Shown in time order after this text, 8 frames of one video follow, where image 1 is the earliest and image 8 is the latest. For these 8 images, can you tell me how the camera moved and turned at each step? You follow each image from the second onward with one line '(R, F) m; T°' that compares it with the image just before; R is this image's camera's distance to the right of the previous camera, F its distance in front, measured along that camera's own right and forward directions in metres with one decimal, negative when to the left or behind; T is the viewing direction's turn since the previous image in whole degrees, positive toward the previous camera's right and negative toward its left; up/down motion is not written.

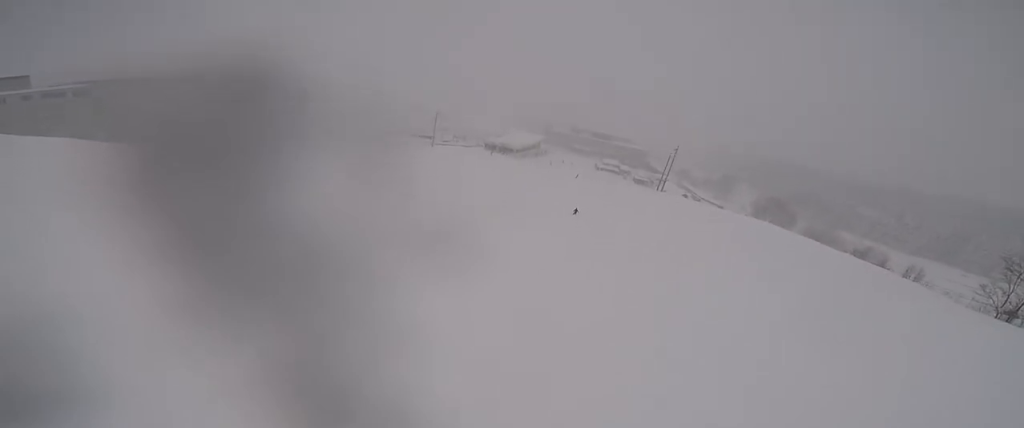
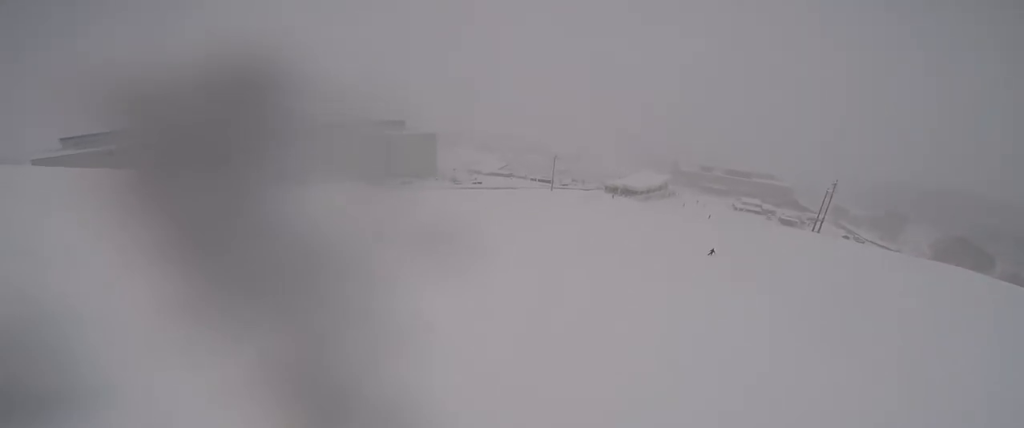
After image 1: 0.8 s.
(-0.1, +4.0) m; -13°
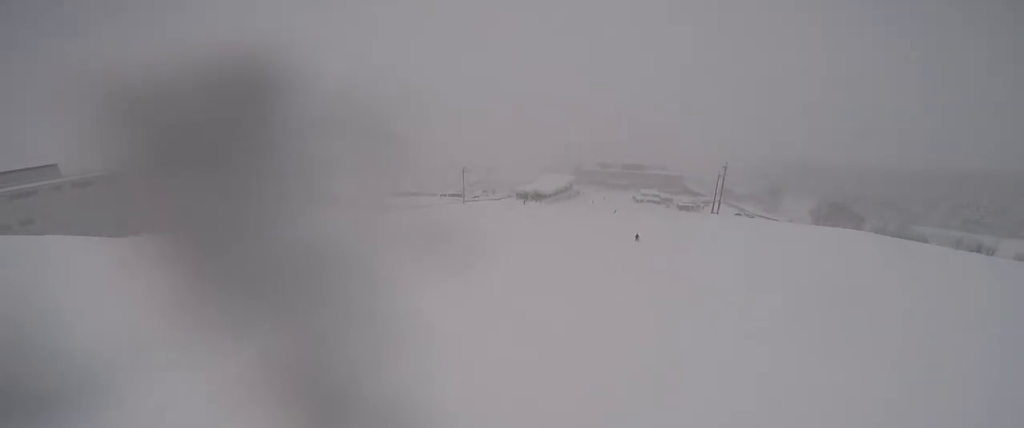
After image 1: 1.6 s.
(-0.7, +4.1) m; -2°
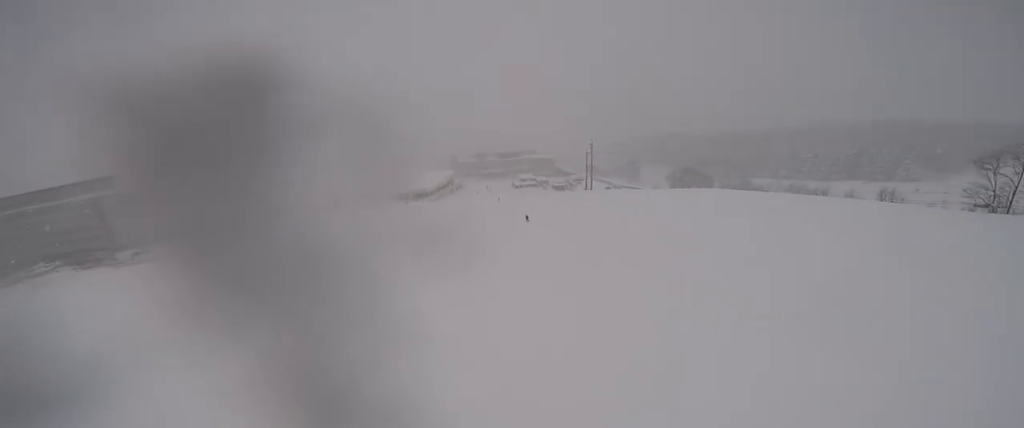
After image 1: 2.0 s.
(-0.7, +2.2) m; +2°
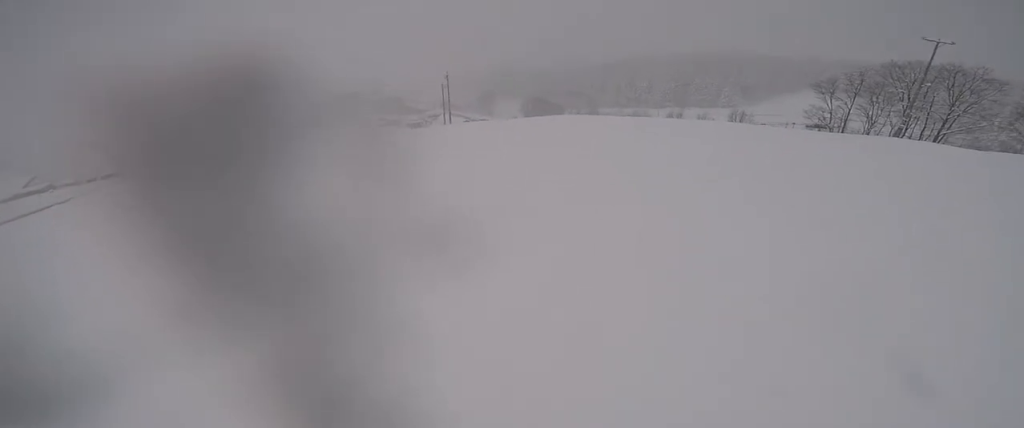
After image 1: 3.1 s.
(+2.2, +5.1) m; +38°
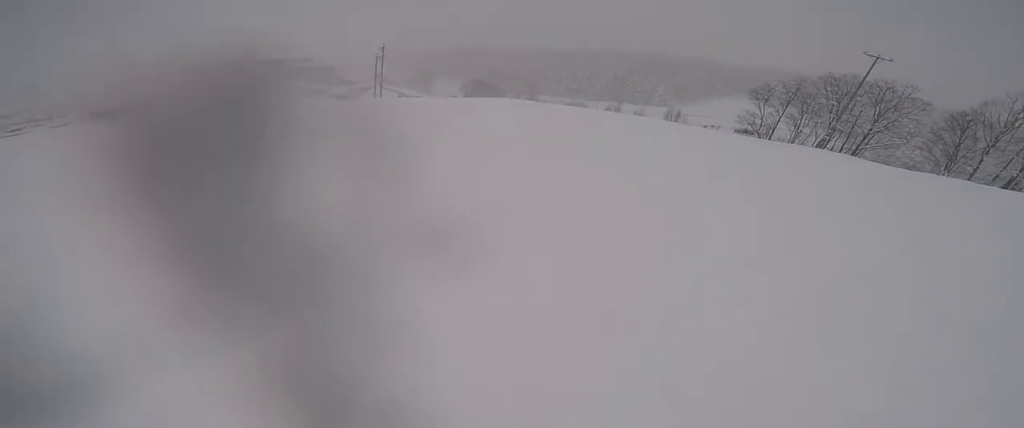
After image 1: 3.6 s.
(+0.5, +2.7) m; +5°
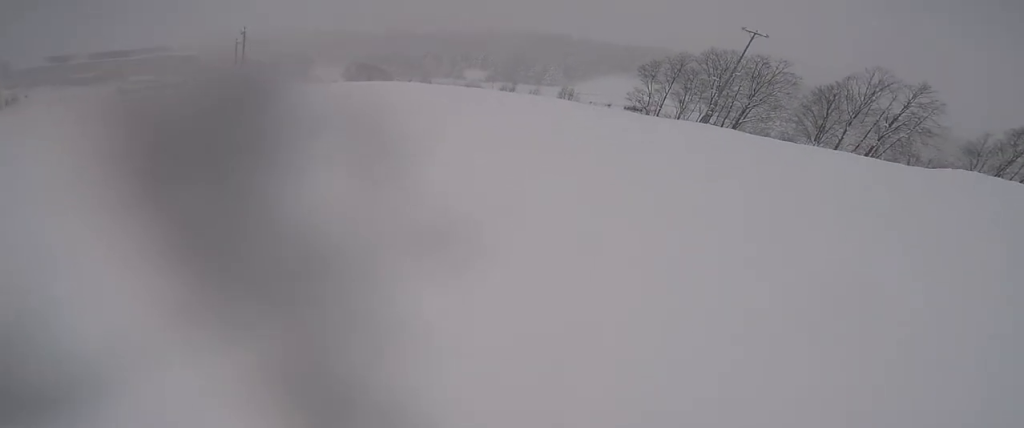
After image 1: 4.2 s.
(+0.3, +3.4) m; +4°
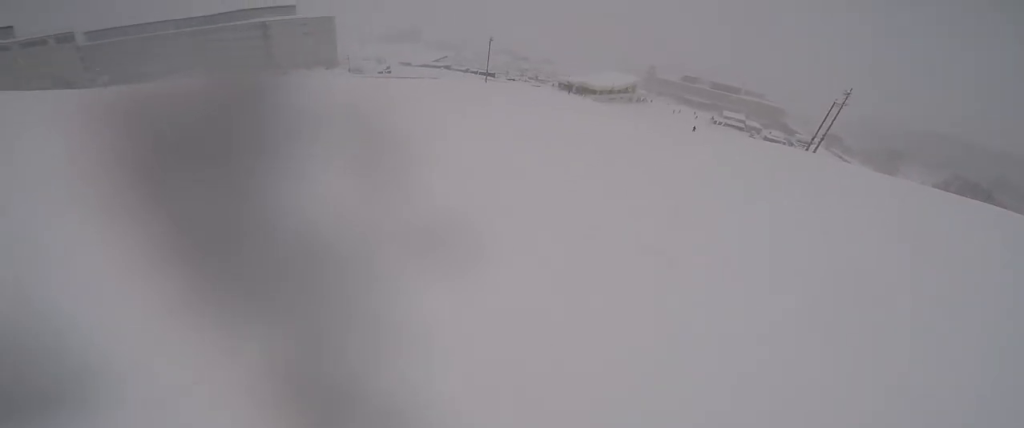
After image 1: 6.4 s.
(-3.6, +12.6) m; -41°
